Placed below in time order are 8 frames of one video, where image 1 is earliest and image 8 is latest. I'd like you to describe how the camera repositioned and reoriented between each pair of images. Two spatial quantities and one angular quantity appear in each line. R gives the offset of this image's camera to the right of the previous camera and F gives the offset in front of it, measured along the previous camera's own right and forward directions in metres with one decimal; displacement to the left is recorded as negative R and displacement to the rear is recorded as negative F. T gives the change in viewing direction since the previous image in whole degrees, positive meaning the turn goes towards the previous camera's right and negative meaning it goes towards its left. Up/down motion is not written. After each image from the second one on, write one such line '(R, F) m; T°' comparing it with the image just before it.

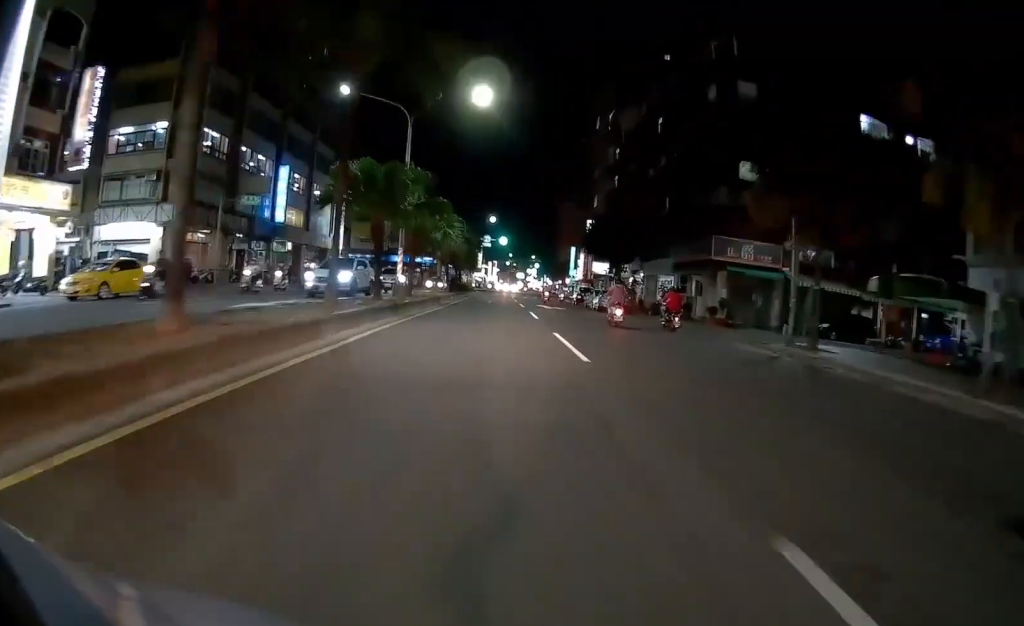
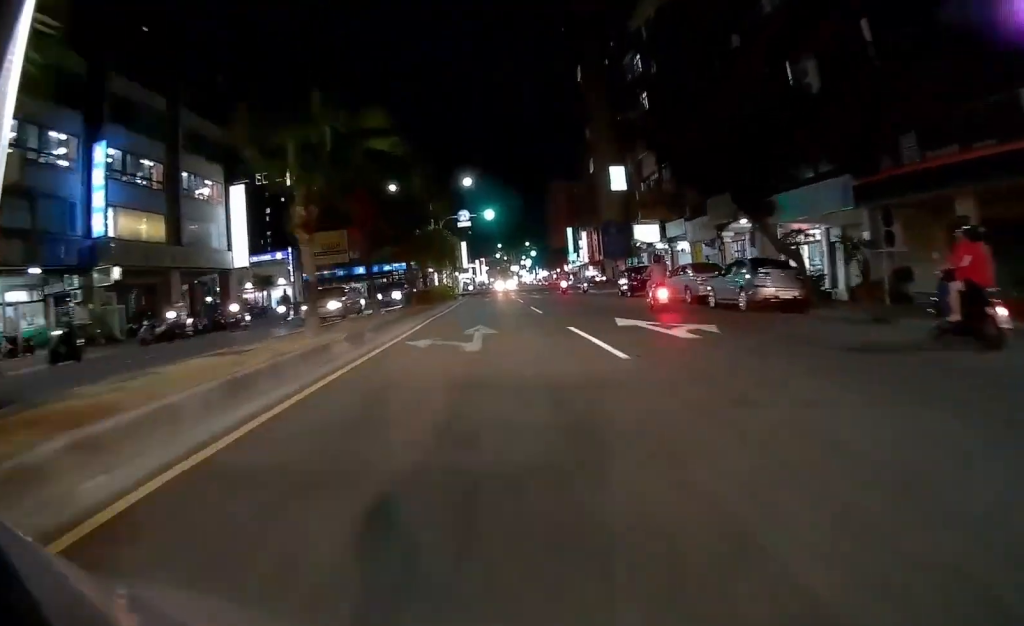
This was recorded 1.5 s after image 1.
(-1.5, +20.1) m; -4°
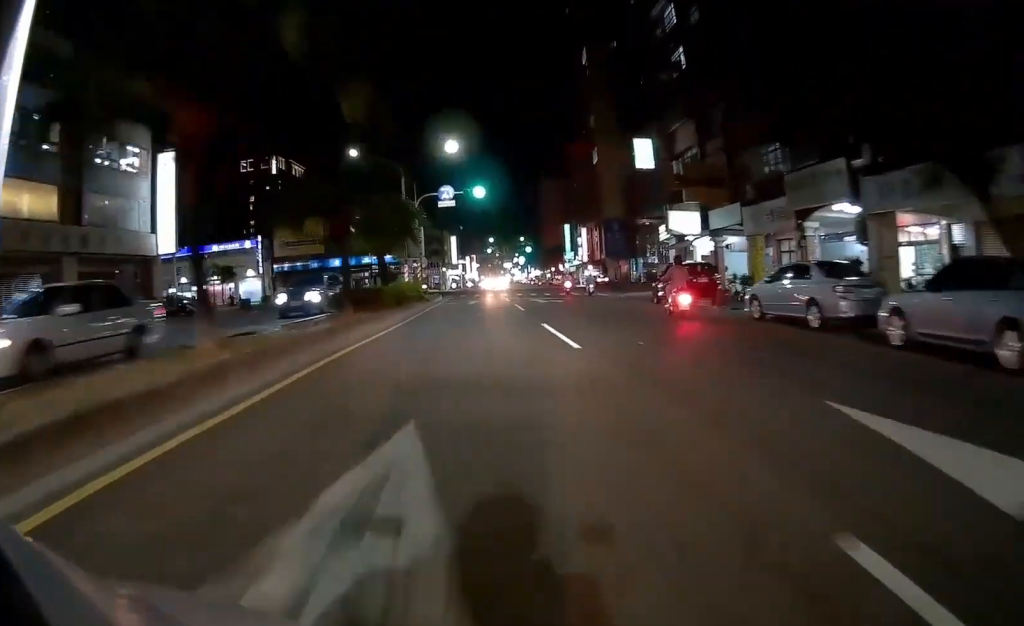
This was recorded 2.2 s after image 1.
(+0.4, +9.0) m; +1°
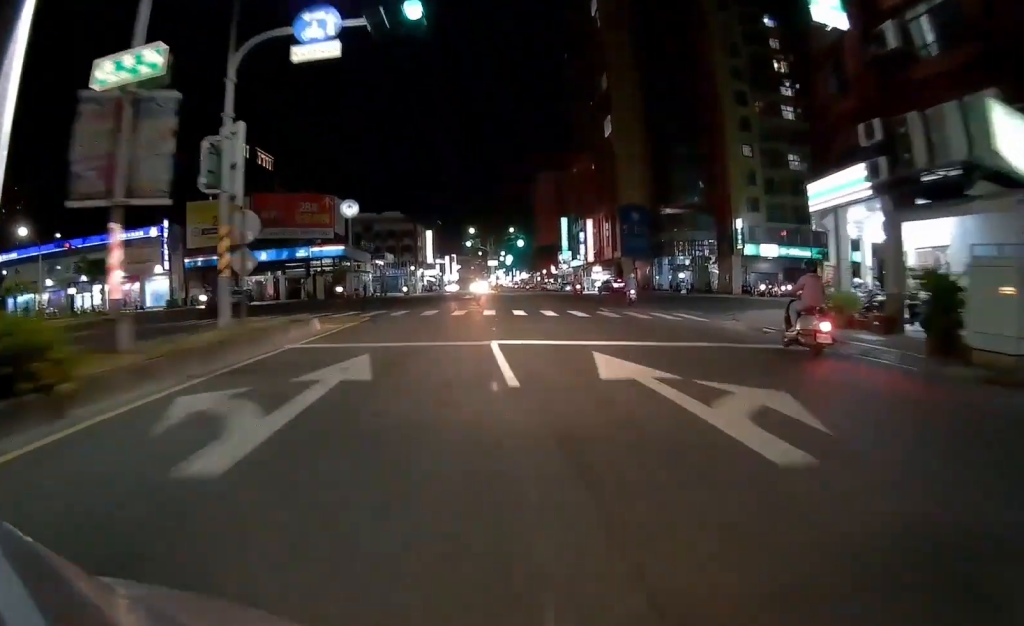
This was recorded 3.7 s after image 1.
(+0.1, +20.0) m; +1°
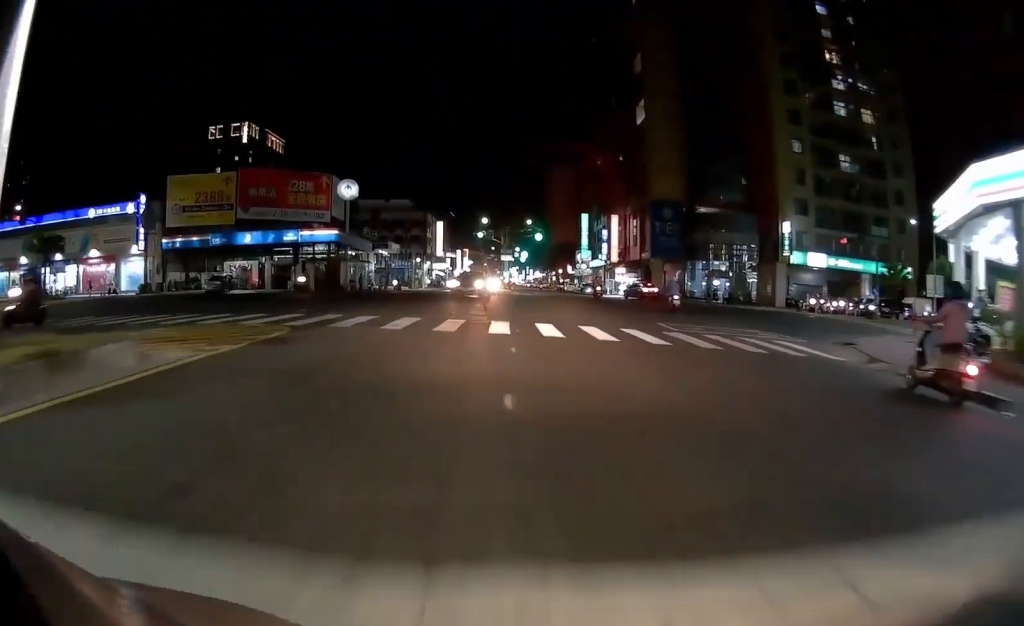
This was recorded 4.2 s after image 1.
(+0.1, +6.7) m; 0°
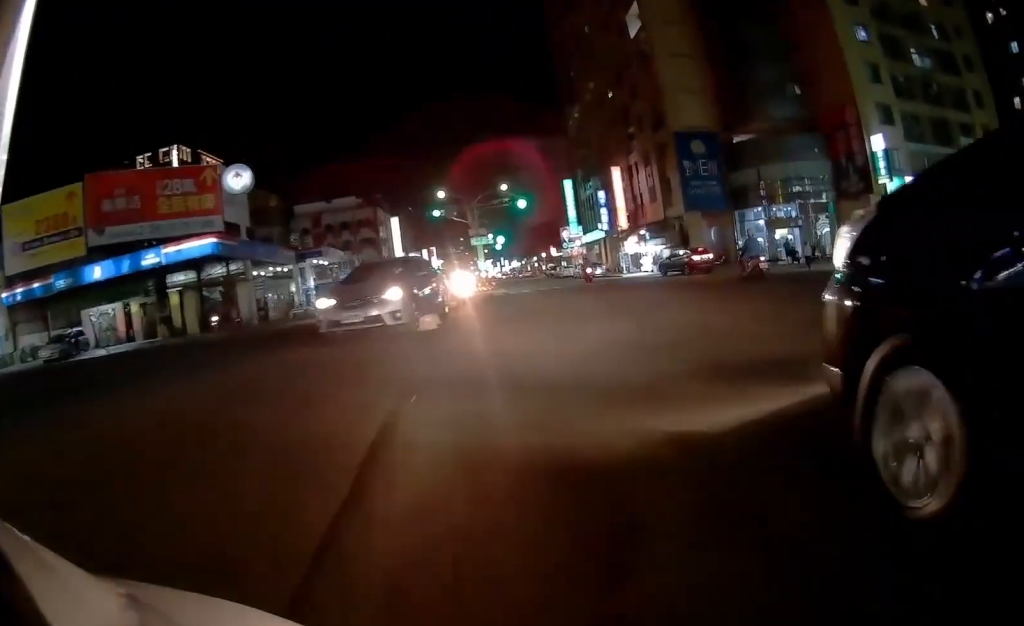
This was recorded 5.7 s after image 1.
(+0.1, +17.8) m; +1°
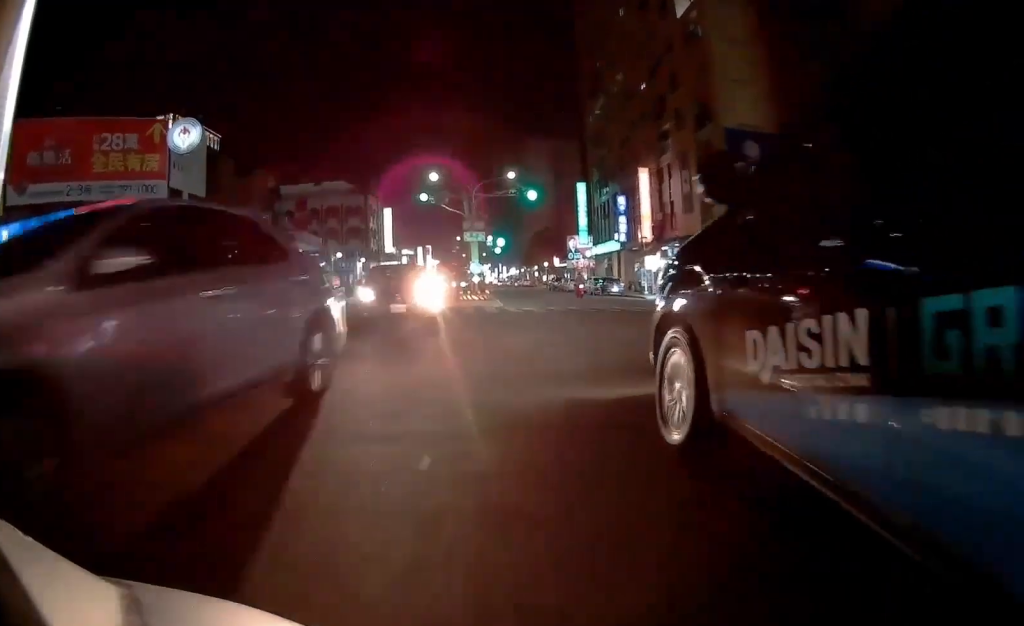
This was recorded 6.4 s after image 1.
(+0.4, +8.6) m; 0°
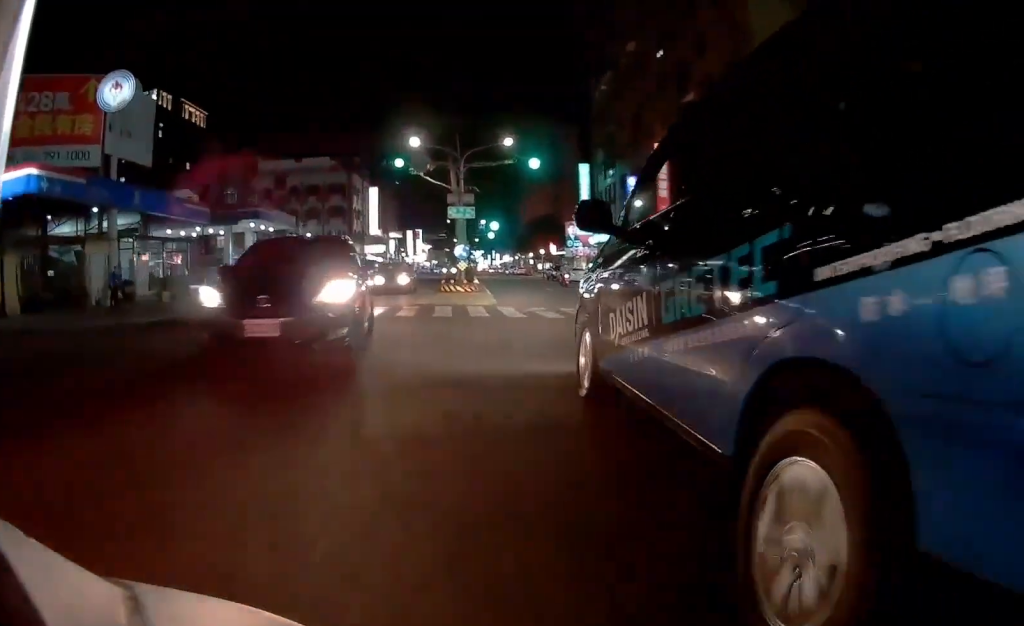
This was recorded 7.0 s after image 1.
(-0.4, +7.2) m; +1°
